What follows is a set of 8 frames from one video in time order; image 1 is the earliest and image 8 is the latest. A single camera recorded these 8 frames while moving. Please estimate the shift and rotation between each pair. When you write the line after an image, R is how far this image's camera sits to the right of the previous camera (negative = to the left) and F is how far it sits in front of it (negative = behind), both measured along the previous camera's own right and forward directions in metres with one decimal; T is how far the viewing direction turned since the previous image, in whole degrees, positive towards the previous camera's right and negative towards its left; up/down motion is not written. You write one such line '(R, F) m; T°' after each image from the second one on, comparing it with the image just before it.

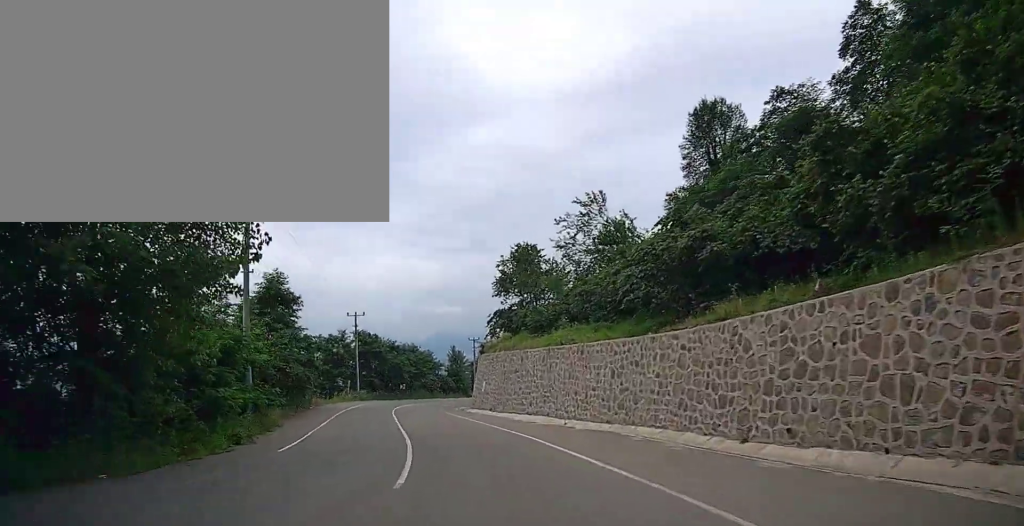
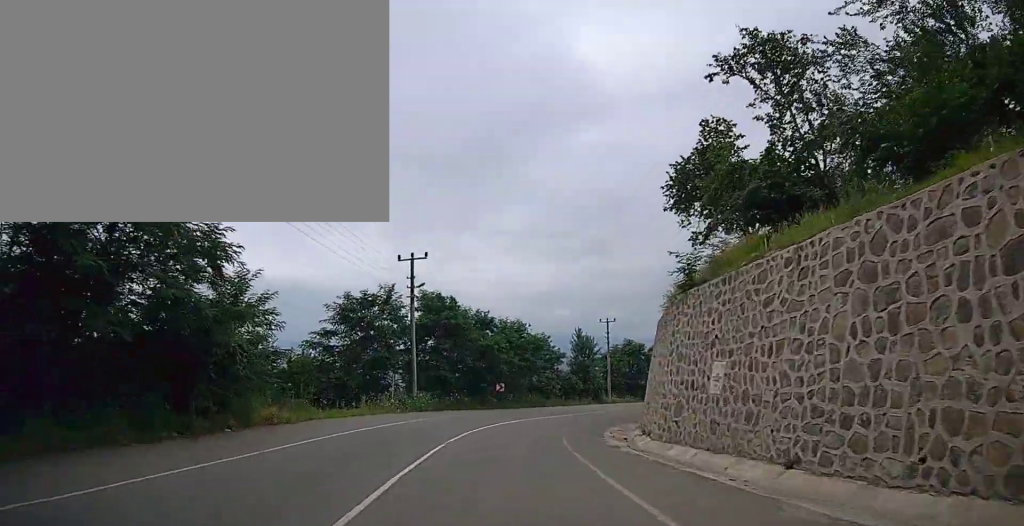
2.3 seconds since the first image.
(-3.9, +28.6) m; -14°
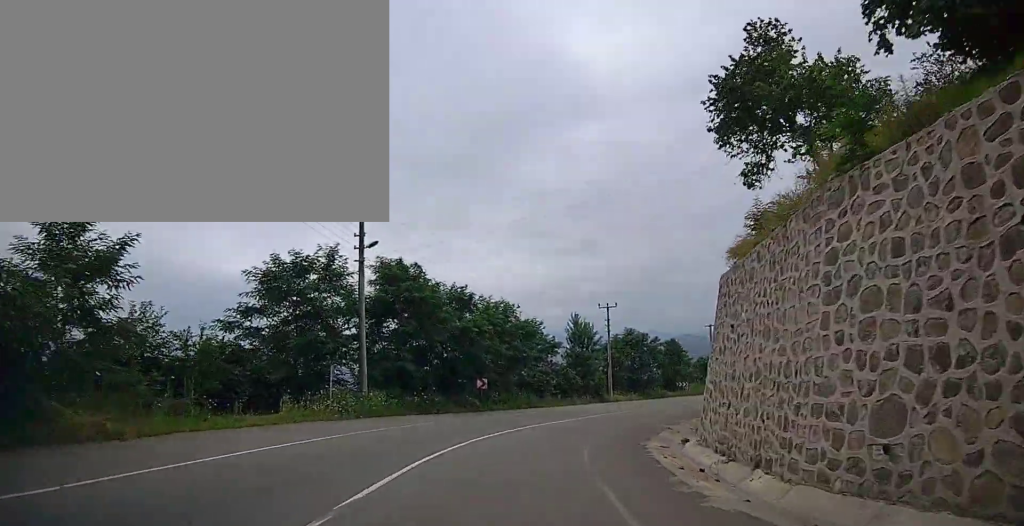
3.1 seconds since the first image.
(-0.3, +9.8) m; 0°
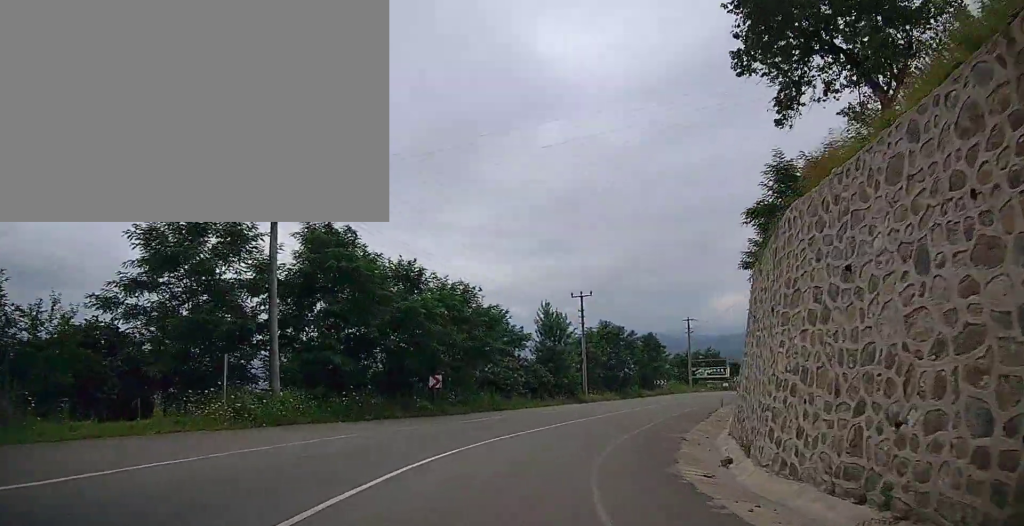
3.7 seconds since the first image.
(0.0, +6.8) m; +2°
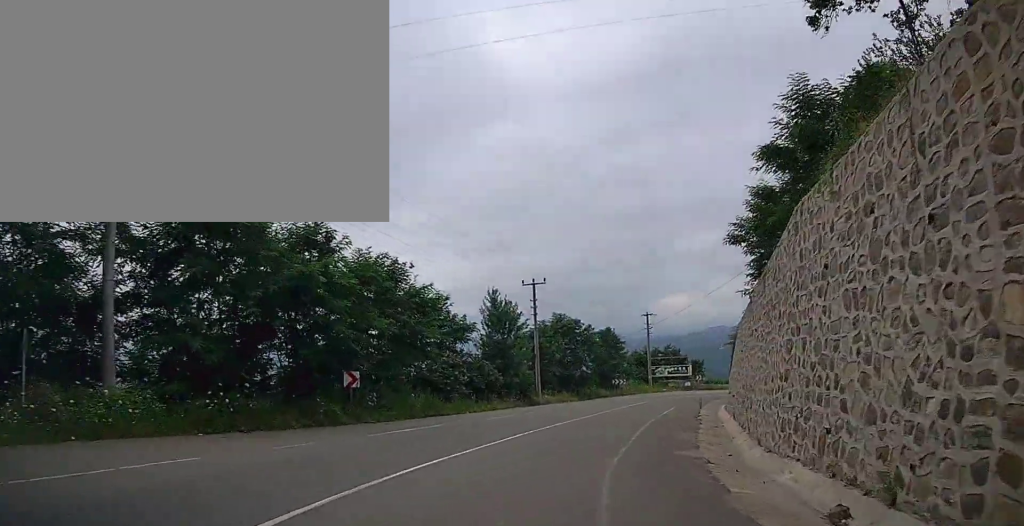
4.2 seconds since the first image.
(0.0, +6.6) m; +4°
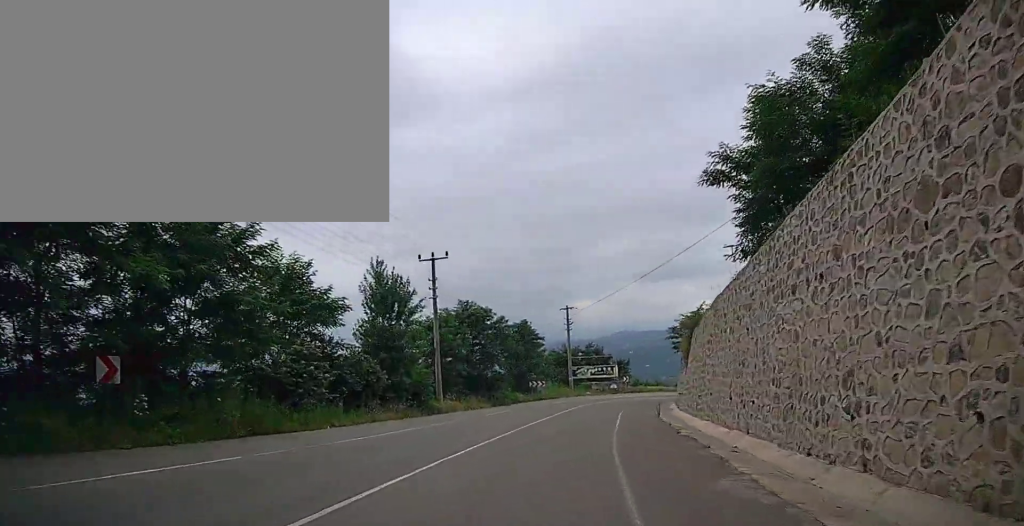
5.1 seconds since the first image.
(+0.8, +9.9) m; +8°
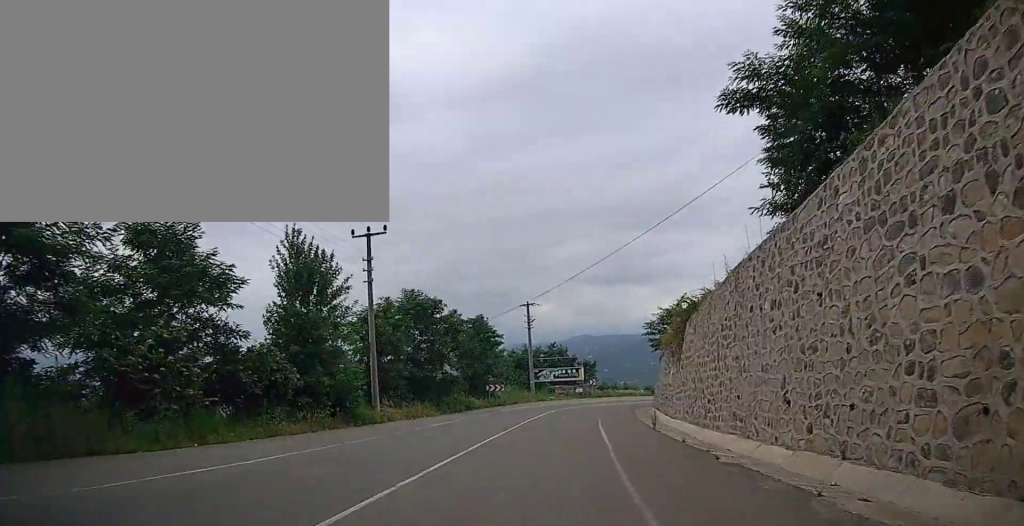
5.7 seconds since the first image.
(+0.3, +6.5) m; +5°
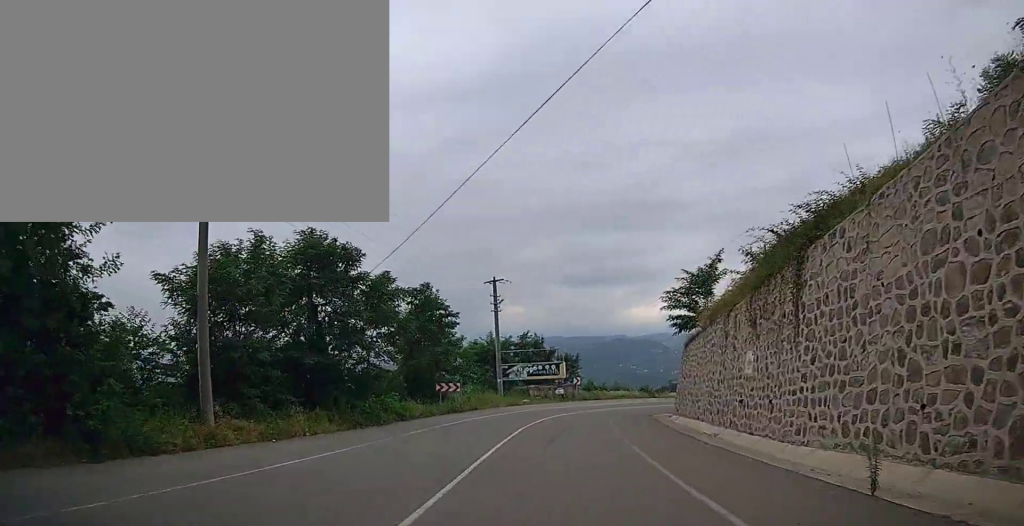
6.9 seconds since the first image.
(+1.2, +14.4) m; +8°
